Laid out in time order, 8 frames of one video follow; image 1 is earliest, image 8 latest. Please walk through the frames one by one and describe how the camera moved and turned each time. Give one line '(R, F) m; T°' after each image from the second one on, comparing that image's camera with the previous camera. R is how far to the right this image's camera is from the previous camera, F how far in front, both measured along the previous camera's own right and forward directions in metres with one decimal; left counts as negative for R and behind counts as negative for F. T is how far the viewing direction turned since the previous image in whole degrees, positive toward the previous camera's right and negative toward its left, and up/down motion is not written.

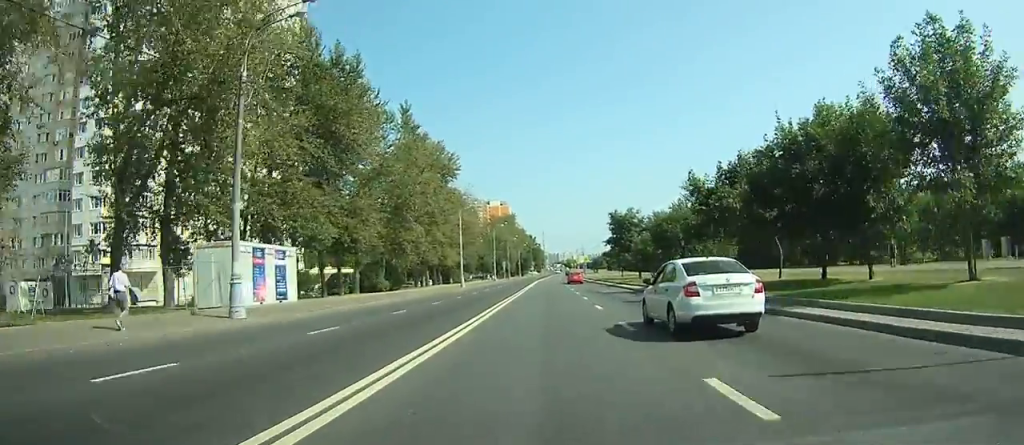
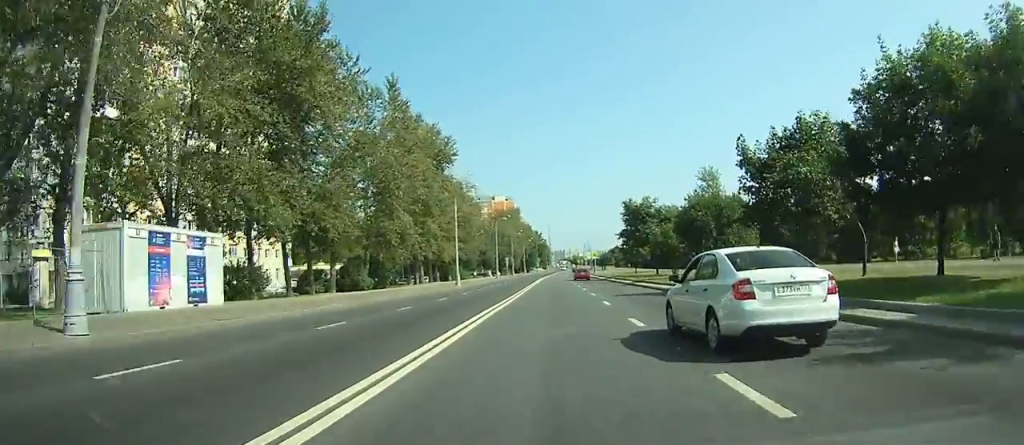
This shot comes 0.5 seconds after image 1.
(0.0, +8.0) m; 0°
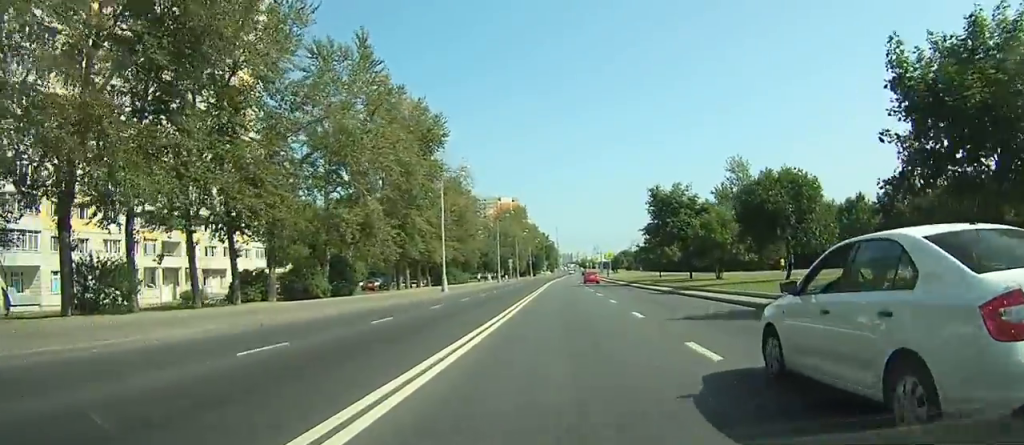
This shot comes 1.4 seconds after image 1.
(0.0, +12.5) m; 0°
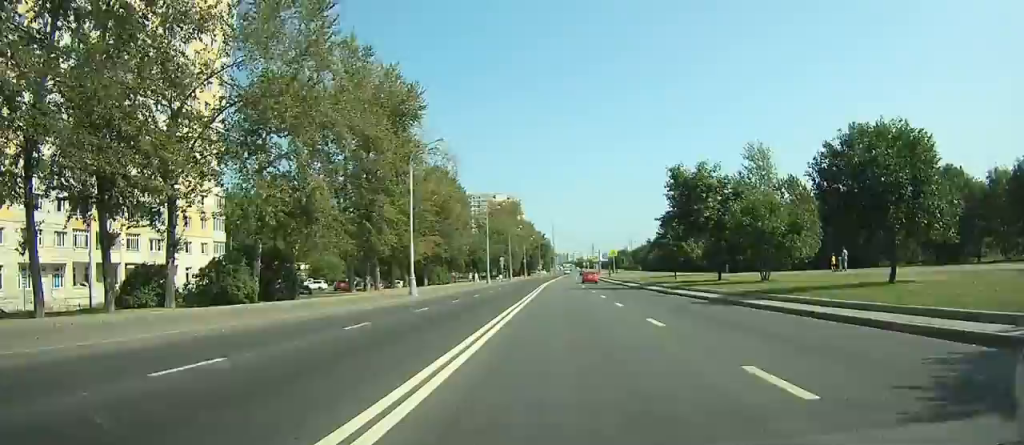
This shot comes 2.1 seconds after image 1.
(0.0, +10.5) m; 0°
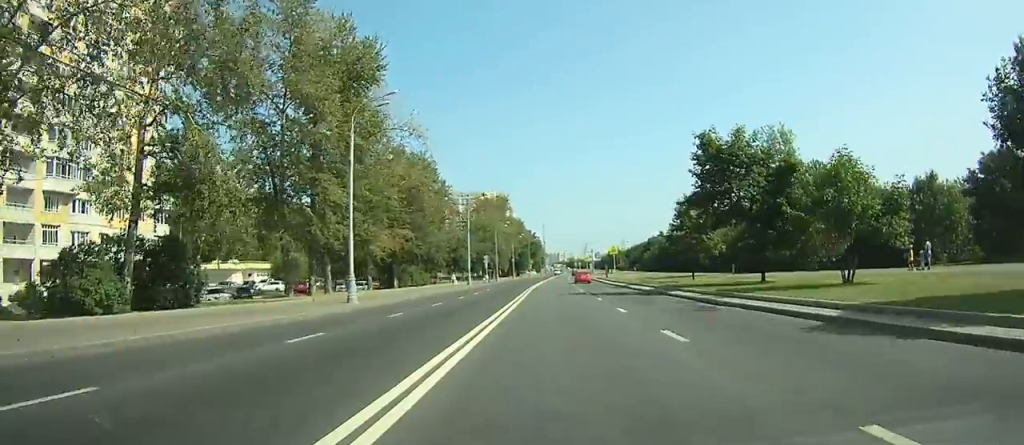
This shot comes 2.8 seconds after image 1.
(0.0, +11.0) m; 0°
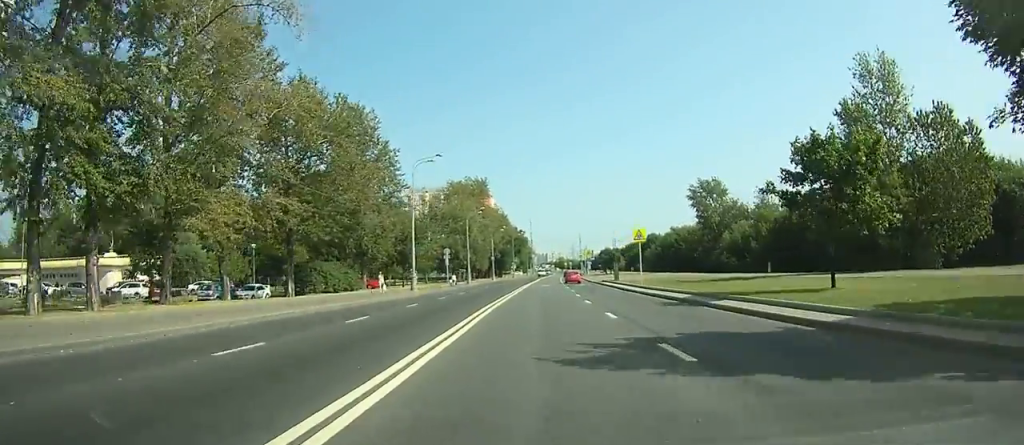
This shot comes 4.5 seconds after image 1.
(+0.2, +25.9) m; +2°
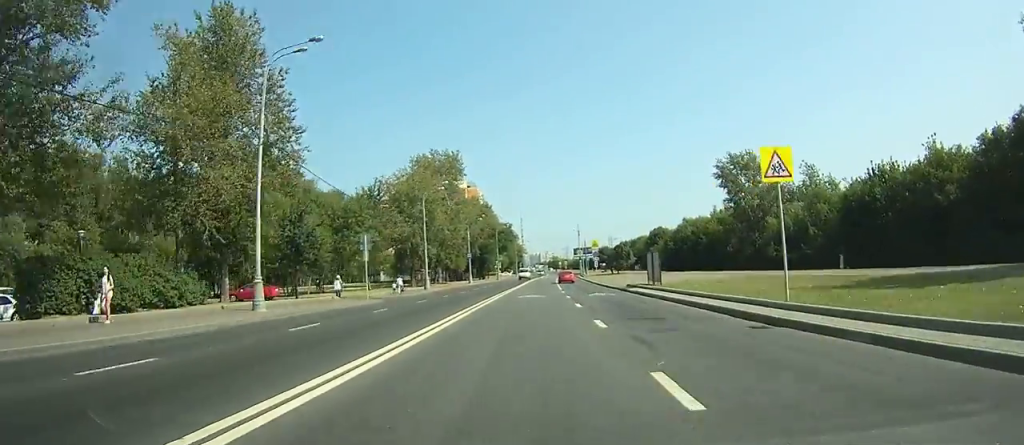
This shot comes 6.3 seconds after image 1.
(+0.6, +26.7) m; +2°
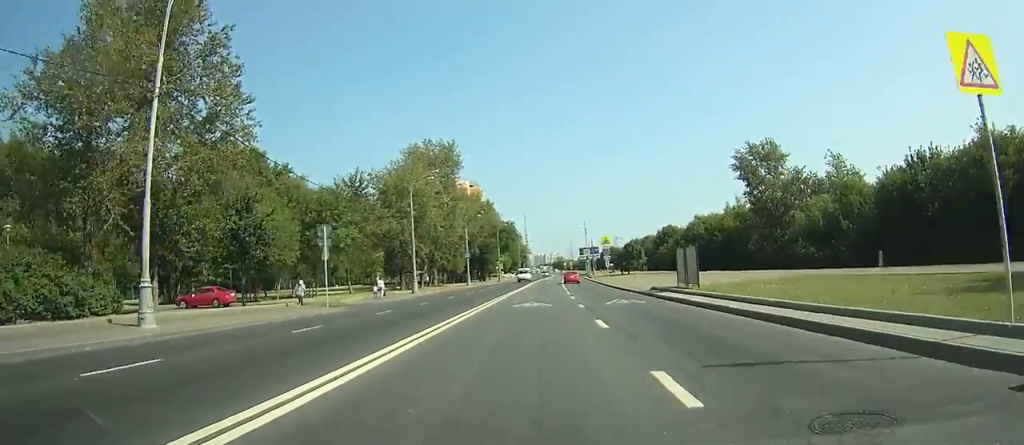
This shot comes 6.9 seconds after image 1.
(0.0, +7.9) m; 0°
